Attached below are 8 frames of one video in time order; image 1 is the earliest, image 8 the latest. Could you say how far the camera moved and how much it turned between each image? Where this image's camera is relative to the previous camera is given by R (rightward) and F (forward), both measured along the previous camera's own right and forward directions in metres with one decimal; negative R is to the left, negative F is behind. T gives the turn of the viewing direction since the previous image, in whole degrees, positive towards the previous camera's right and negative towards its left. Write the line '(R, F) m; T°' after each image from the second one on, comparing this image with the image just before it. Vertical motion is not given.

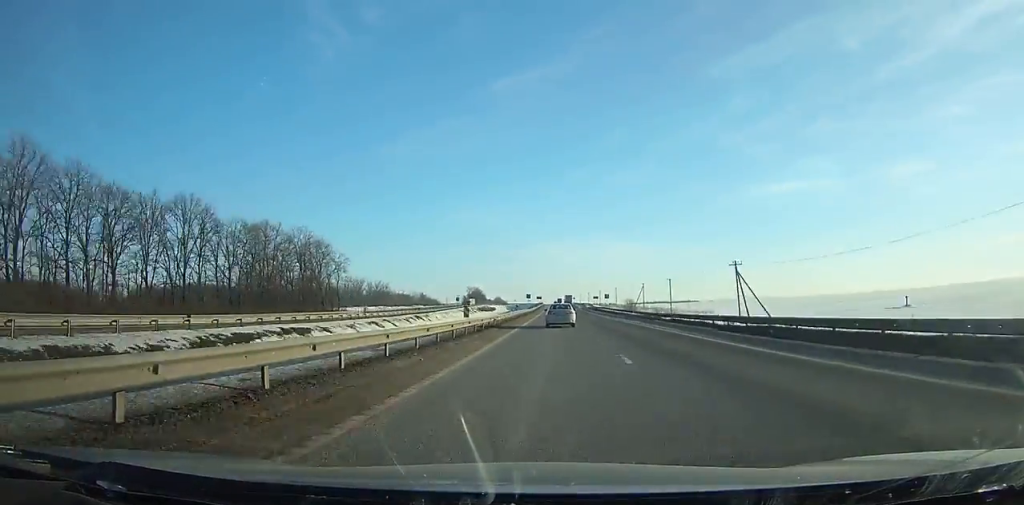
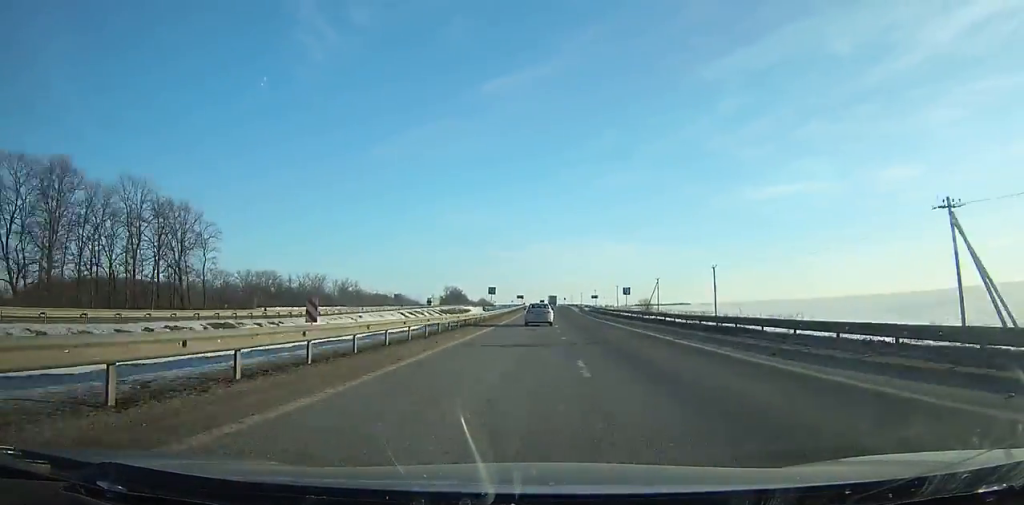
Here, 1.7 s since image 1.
(+0.4, +48.9) m; 0°
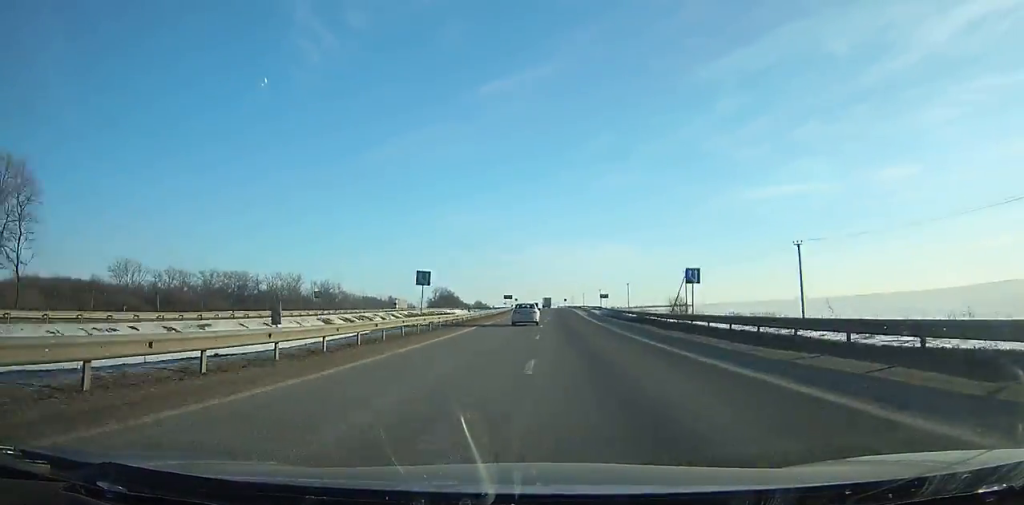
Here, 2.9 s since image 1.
(+0.1, +34.5) m; 0°
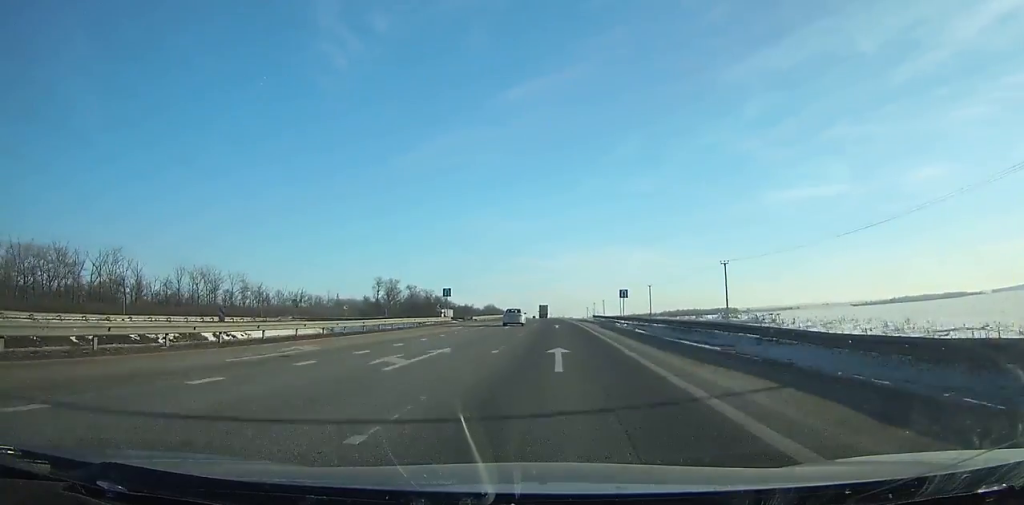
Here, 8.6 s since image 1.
(-3.1, +161.1) m; -3°
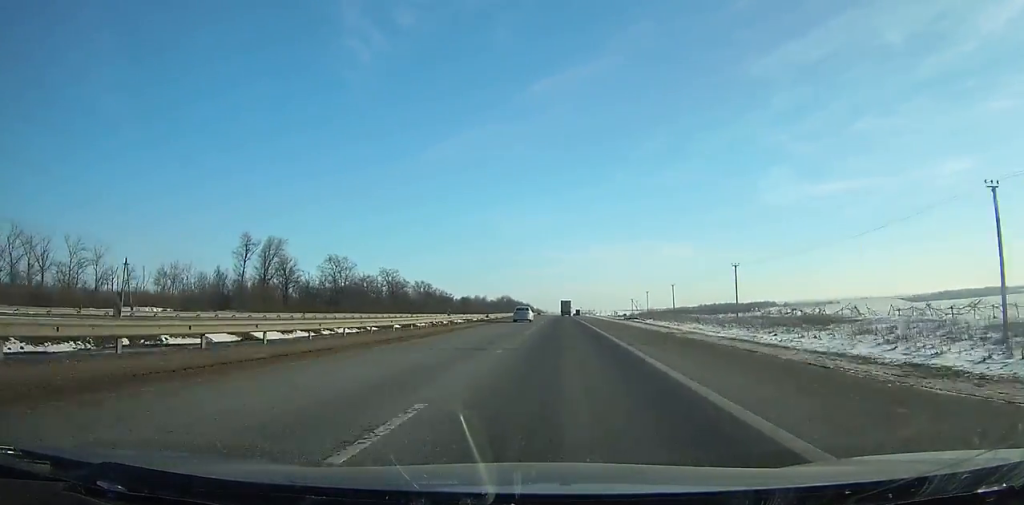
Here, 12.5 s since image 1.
(-2.6, +109.2) m; -2°
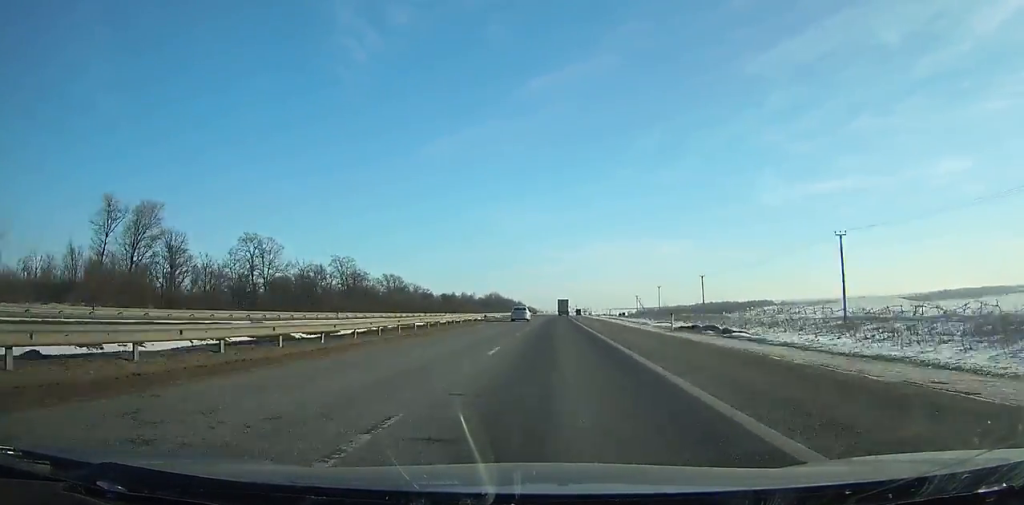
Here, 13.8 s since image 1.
(-0.1, +36.7) m; 0°
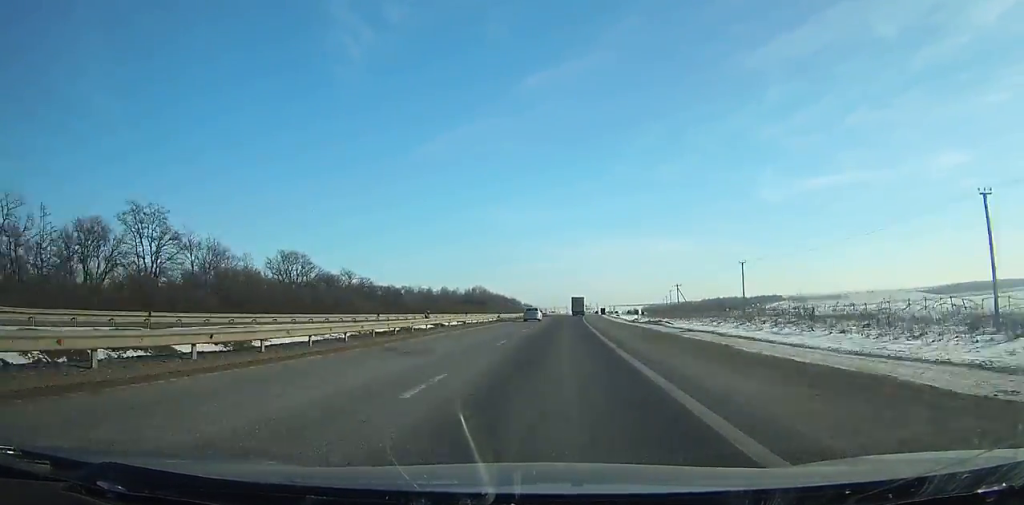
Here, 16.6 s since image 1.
(+0.2, +79.3) m; +1°
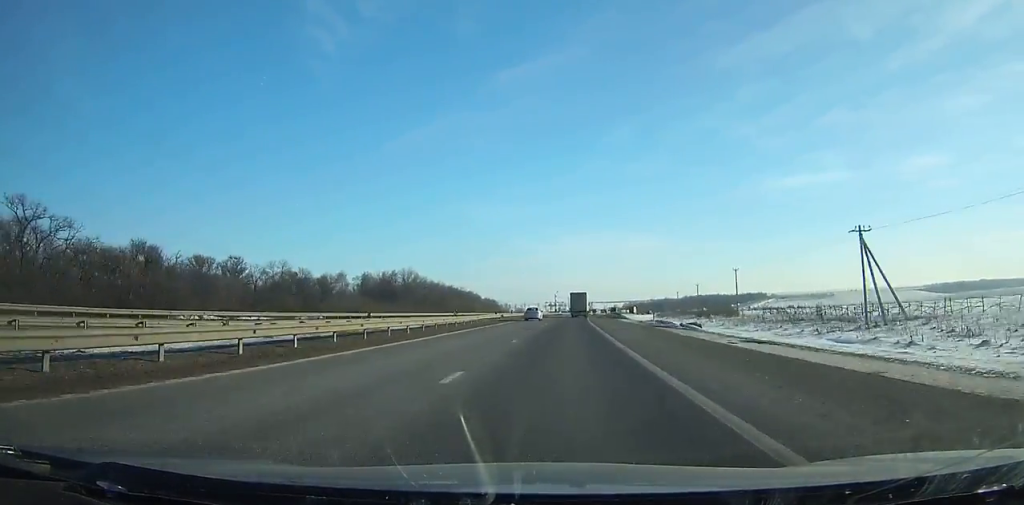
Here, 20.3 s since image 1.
(+1.8, +105.8) m; +3°
